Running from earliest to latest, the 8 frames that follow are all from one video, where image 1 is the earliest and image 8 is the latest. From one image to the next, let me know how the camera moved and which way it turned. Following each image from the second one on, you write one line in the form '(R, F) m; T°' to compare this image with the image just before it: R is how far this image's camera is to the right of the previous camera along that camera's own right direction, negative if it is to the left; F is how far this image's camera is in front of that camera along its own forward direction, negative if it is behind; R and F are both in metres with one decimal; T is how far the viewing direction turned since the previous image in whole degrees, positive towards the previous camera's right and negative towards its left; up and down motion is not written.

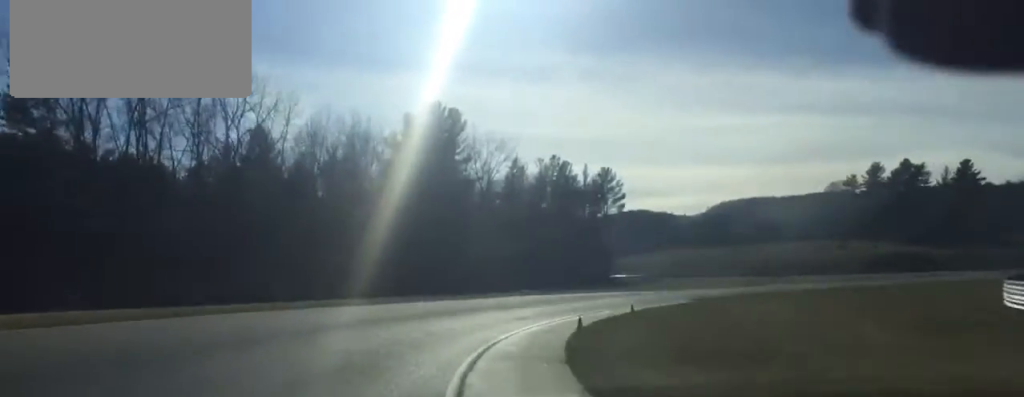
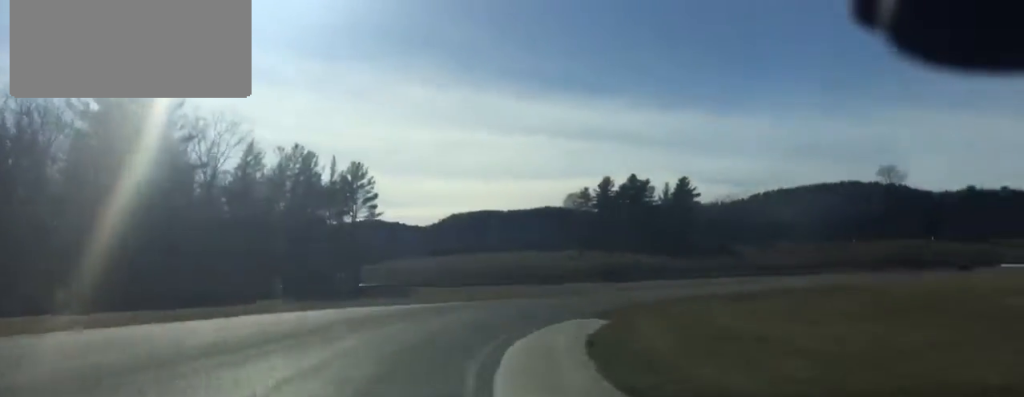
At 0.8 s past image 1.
(+2.0, +19.8) m; +17°
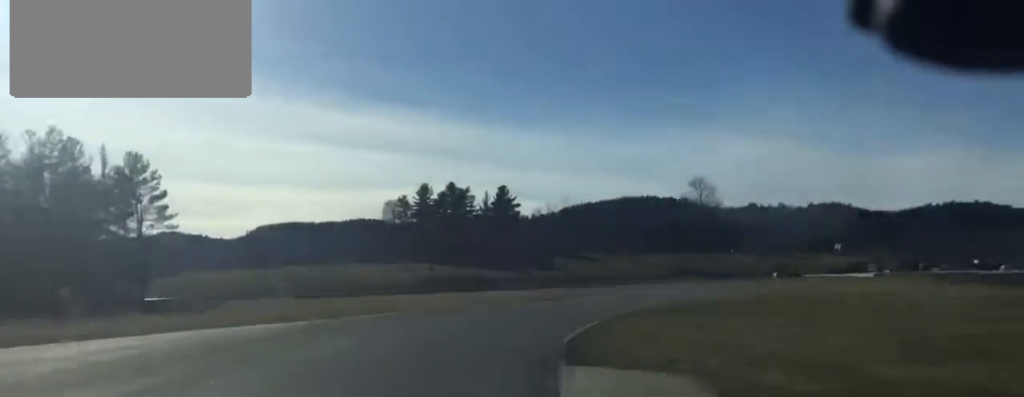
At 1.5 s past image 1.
(+2.3, +14.8) m; +13°
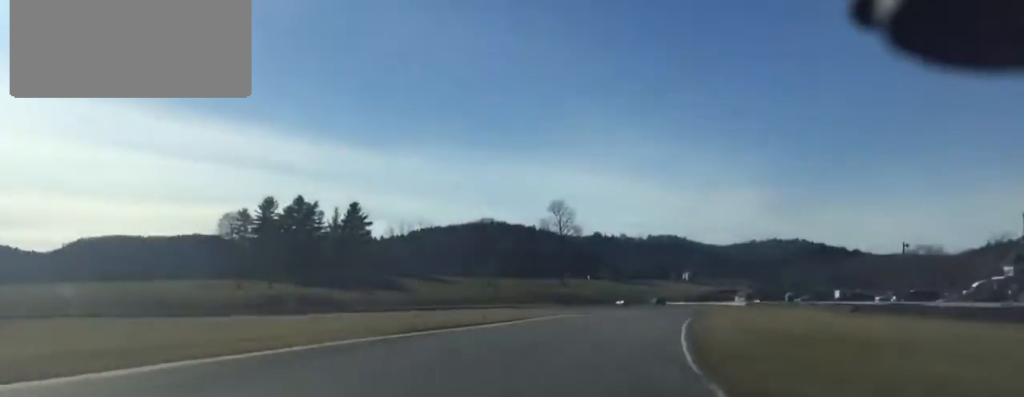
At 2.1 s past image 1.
(+2.1, +15.6) m; +12°
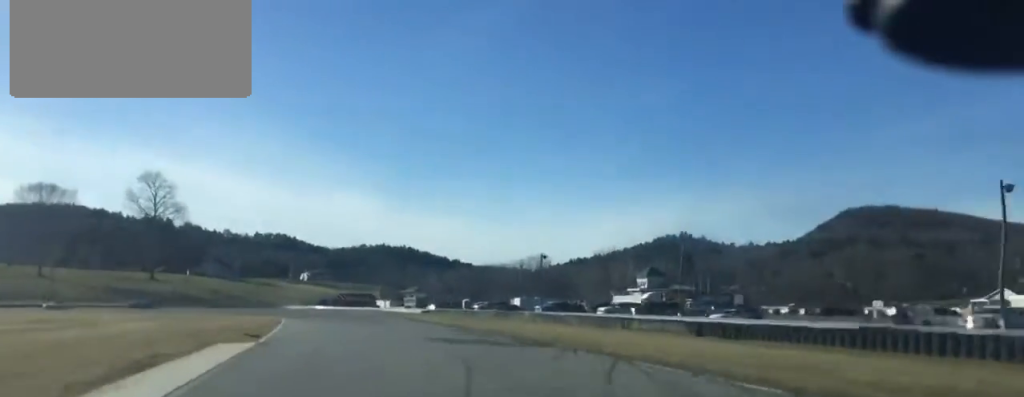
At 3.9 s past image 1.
(+10.2, +45.2) m; +21°
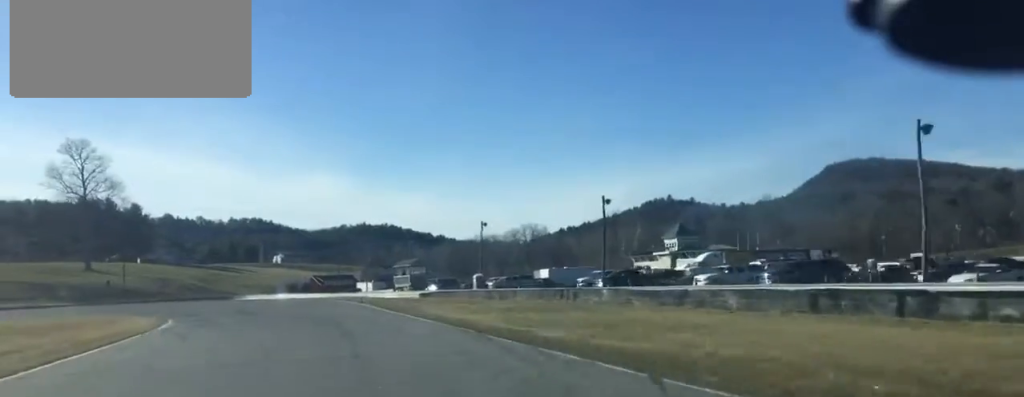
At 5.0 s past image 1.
(+1.1, +32.3) m; +1°
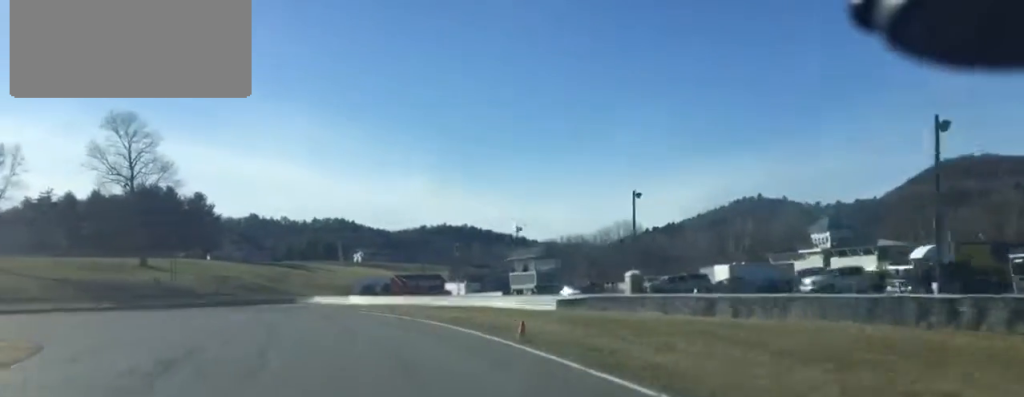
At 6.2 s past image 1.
(-1.1, +30.6) m; -7°
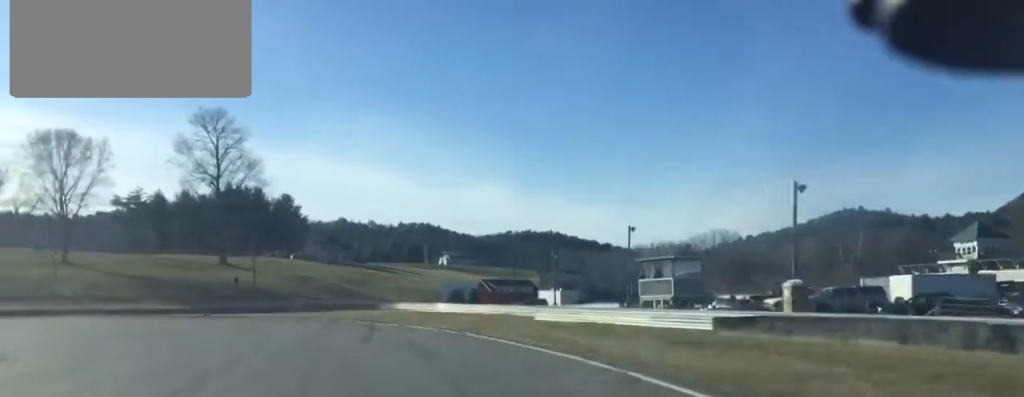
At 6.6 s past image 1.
(-0.7, +11.9) m; -7°
